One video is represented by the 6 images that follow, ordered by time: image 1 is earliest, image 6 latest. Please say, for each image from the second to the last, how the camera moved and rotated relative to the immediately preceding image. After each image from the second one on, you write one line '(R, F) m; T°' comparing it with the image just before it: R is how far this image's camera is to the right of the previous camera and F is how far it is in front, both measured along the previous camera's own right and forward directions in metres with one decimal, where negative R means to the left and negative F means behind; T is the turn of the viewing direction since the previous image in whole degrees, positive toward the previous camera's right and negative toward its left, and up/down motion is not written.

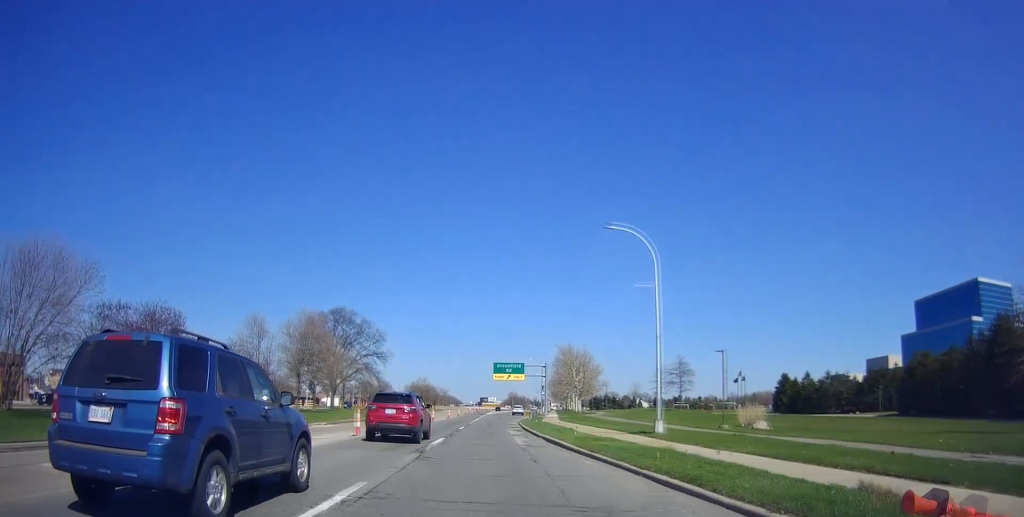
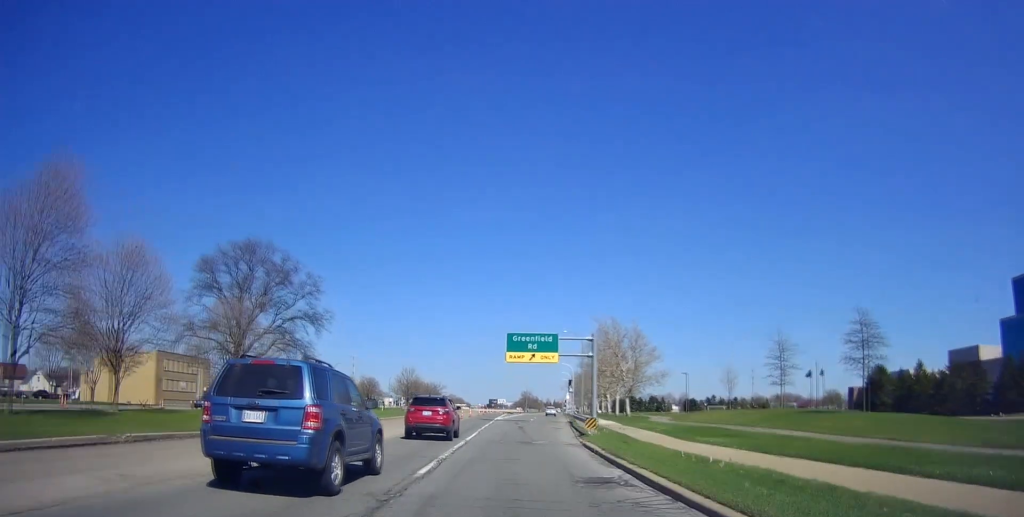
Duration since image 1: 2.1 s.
(+0.1, +38.1) m; 0°
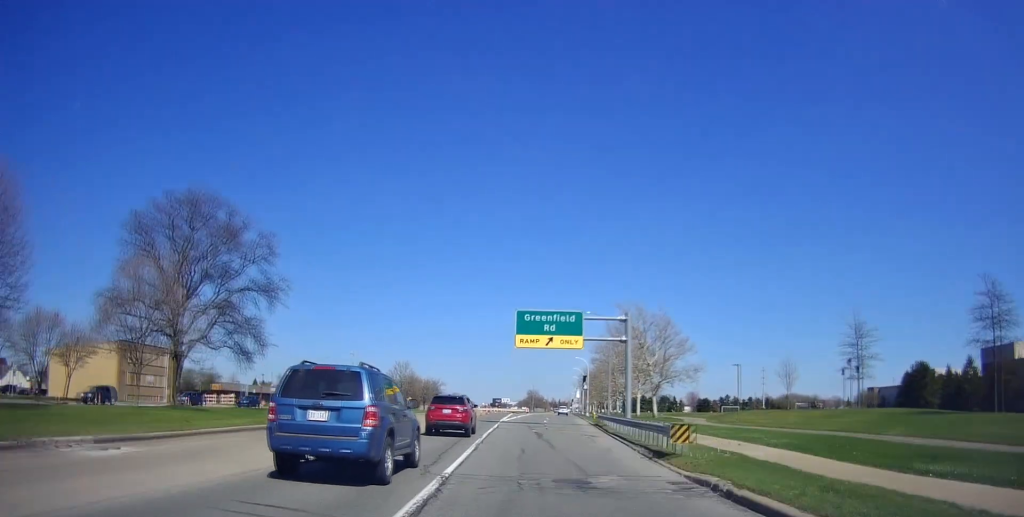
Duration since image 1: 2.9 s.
(-0.2, +12.3) m; -1°
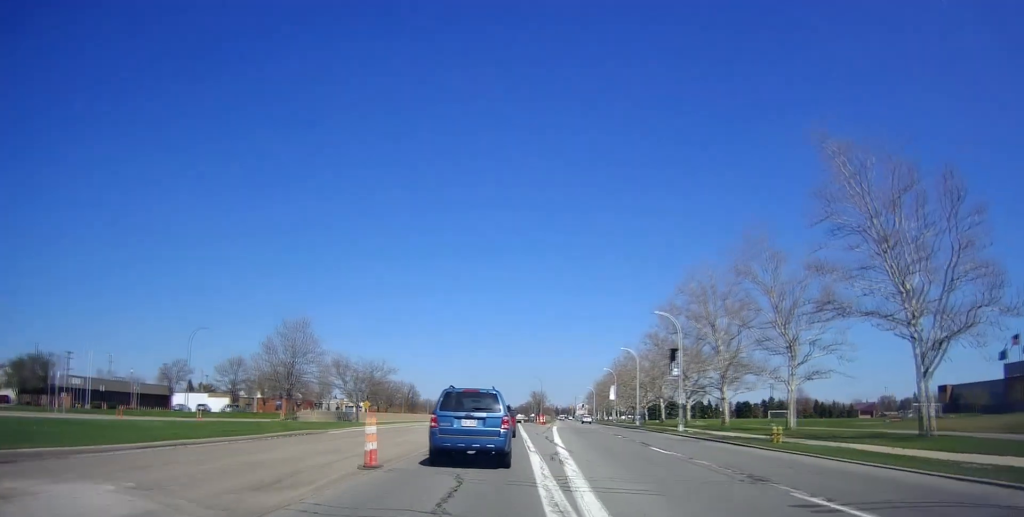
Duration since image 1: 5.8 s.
(+1.1, +49.3) m; +1°
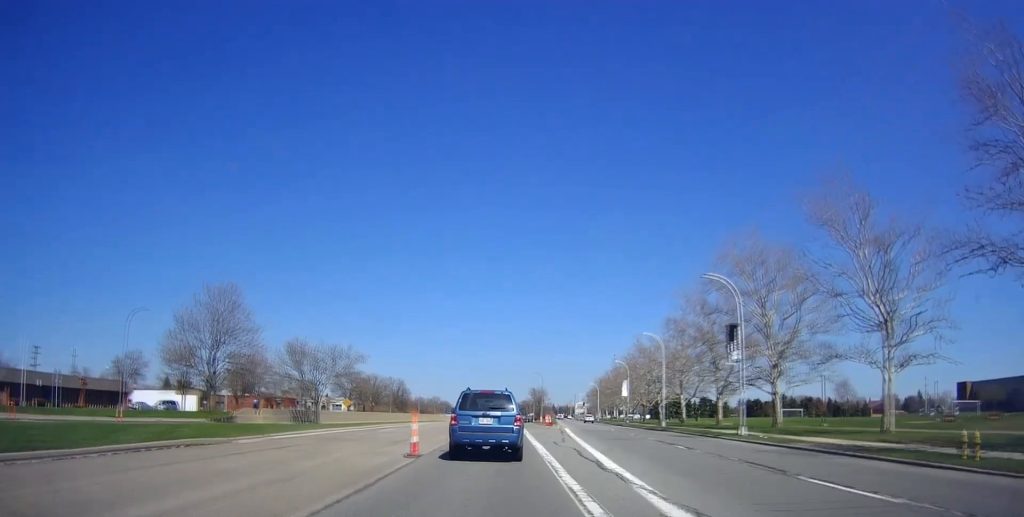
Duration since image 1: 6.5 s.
(-0.8, +12.8) m; 0°
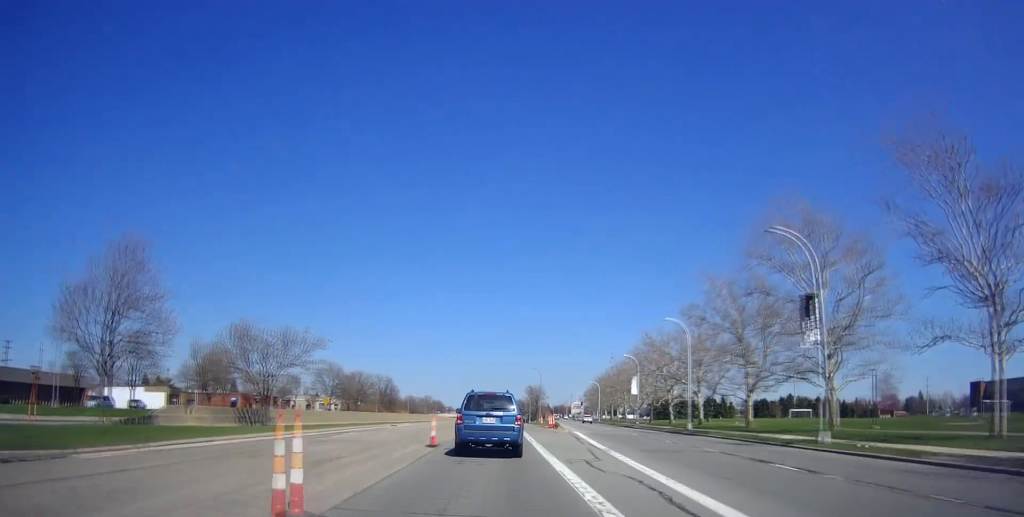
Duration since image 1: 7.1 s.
(+0.3, +10.0) m; +2°
